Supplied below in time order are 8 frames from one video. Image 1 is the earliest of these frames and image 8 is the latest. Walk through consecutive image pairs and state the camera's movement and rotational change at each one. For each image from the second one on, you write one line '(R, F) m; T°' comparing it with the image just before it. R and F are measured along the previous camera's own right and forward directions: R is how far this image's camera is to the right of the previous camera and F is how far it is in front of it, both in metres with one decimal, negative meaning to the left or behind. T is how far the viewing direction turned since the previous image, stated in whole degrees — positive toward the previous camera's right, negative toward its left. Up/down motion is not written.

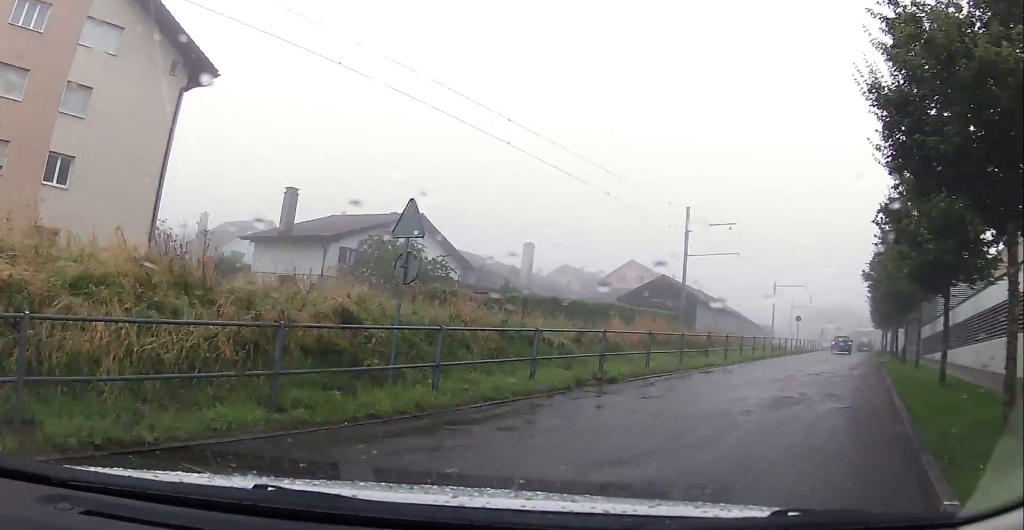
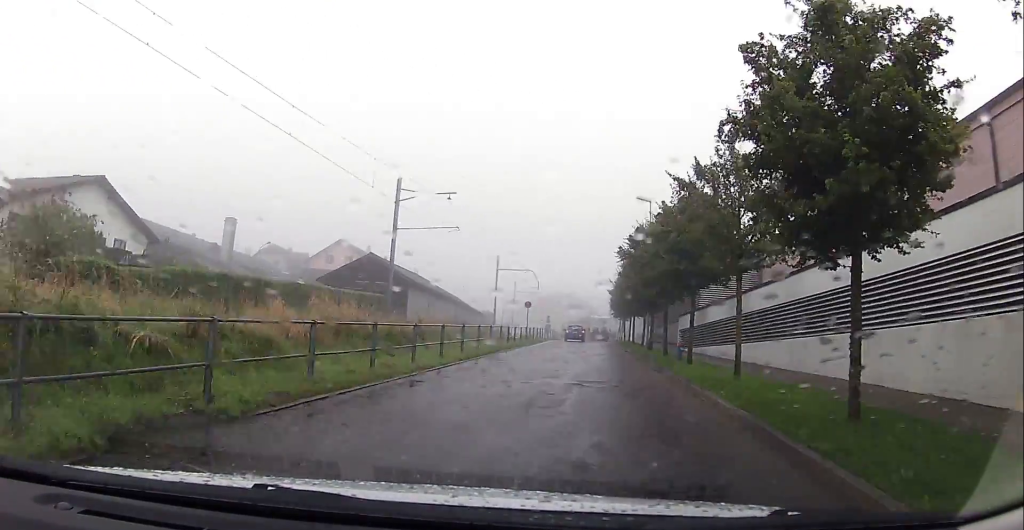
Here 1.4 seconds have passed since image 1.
(+1.5, +6.4) m; +43°
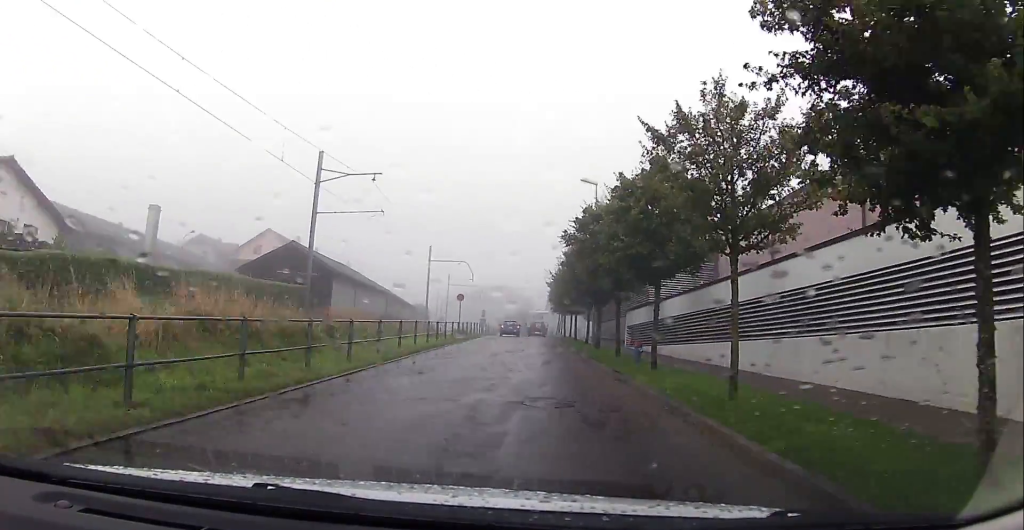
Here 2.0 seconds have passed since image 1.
(+0.9, +3.6) m; +17°
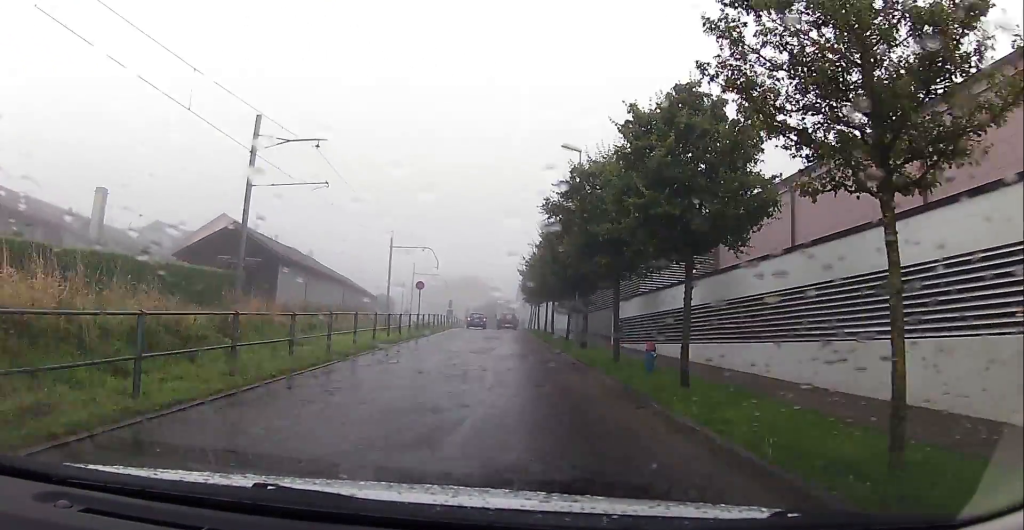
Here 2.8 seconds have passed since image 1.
(+0.8, +5.9) m; +7°
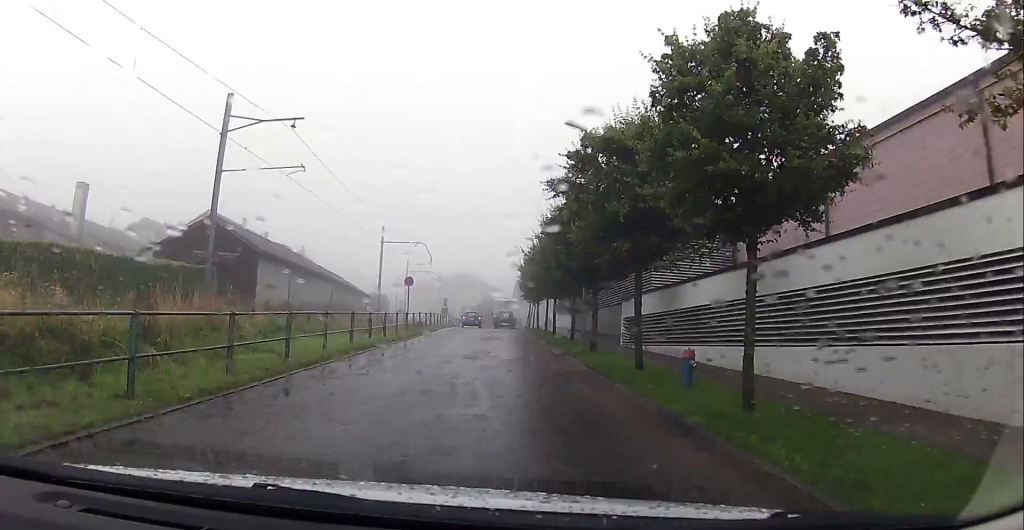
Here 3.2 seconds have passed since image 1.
(+0.1, +3.4) m; -5°
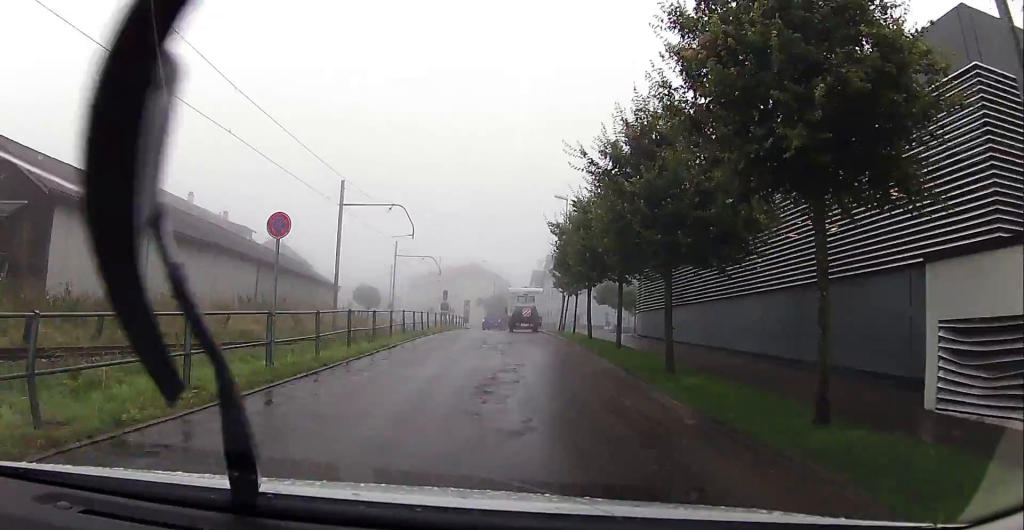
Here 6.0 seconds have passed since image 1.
(-5.3, +20.9) m; -18°
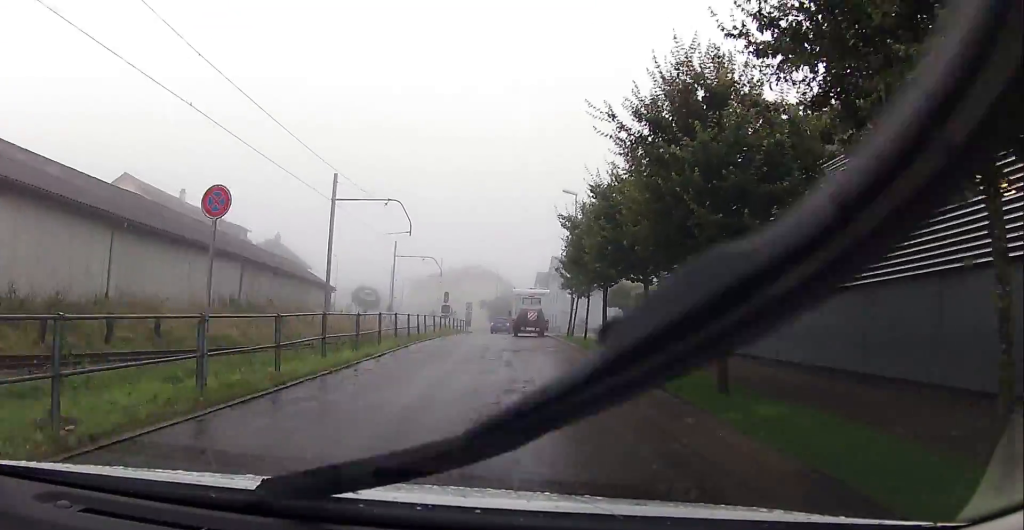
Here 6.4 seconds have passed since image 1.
(-0.3, +3.0) m; +4°
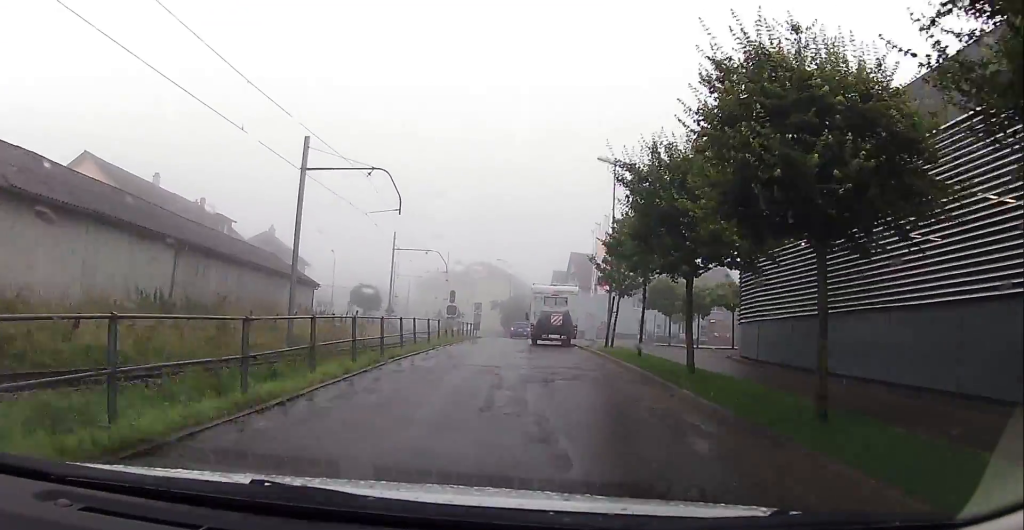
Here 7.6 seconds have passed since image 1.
(+1.2, +8.3) m; +4°
